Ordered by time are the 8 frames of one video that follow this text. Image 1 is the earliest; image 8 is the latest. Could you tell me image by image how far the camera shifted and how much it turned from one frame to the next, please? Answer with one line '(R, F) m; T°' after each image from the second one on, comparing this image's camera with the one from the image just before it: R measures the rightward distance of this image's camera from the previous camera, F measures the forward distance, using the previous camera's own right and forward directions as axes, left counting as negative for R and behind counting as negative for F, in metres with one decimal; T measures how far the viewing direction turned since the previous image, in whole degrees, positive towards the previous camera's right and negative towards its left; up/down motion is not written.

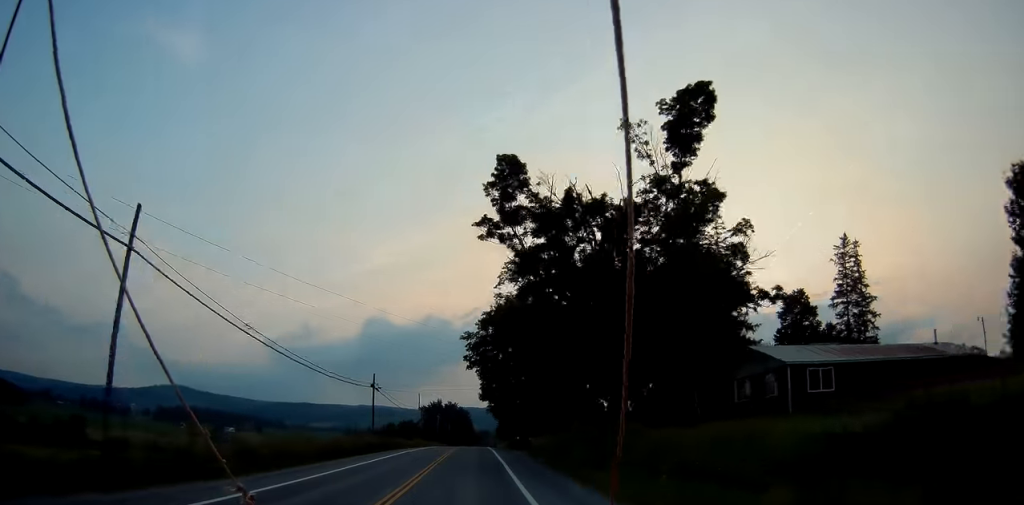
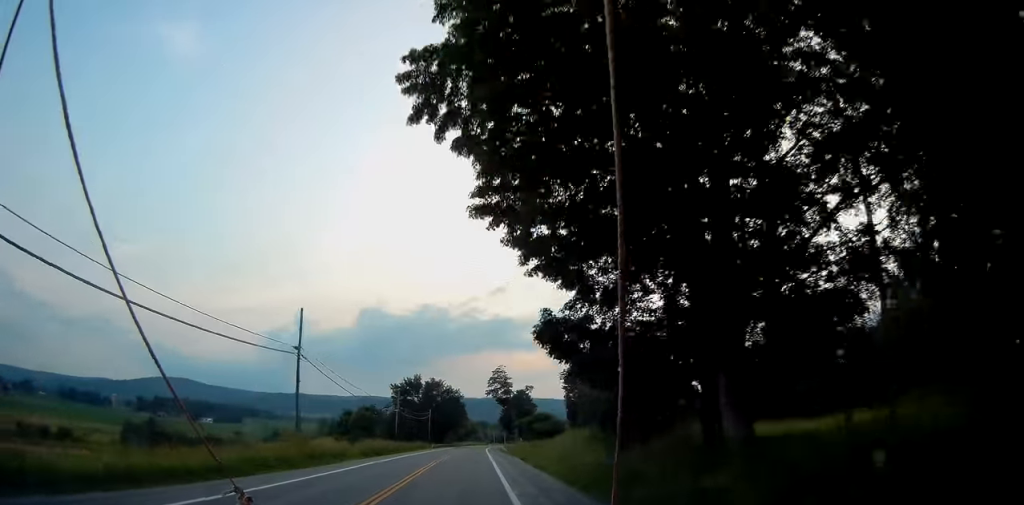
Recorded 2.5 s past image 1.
(+0.5, +60.2) m; +1°
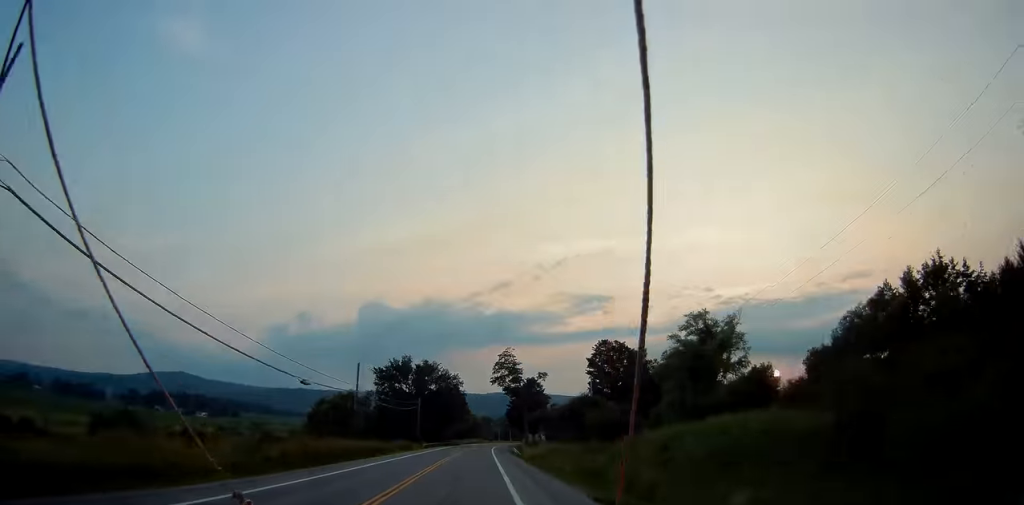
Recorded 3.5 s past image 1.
(+0.1, +24.9) m; 0°
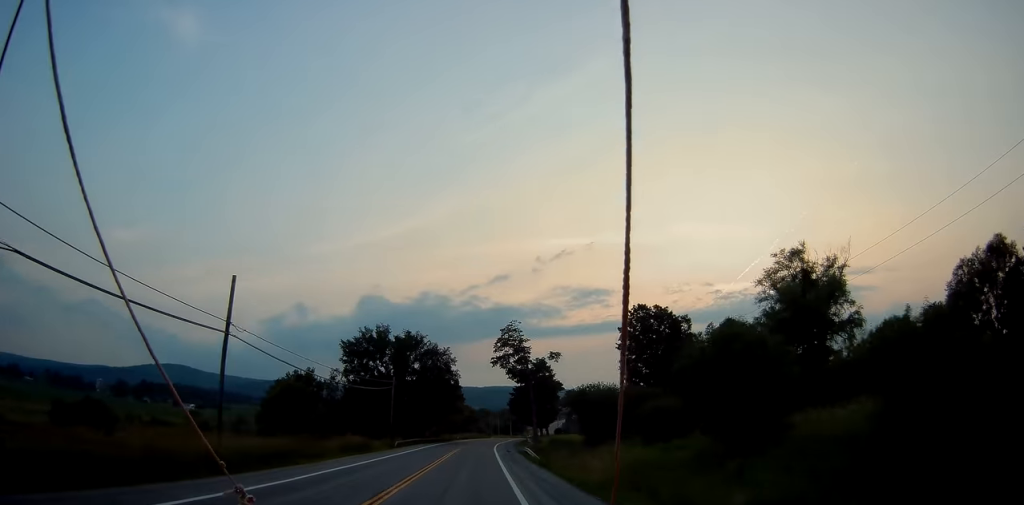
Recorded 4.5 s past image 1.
(0.0, +24.1) m; 0°
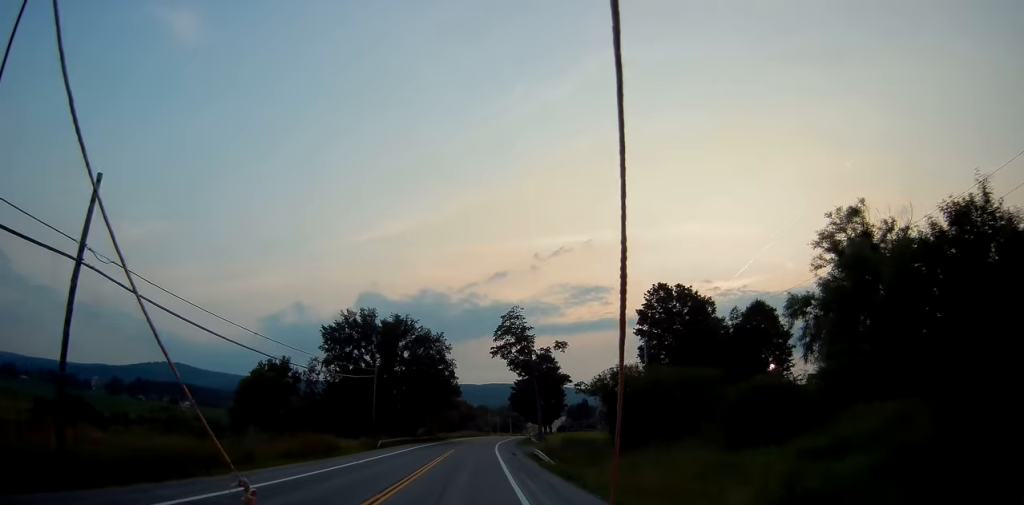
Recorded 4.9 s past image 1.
(0.0, +9.7) m; 0°
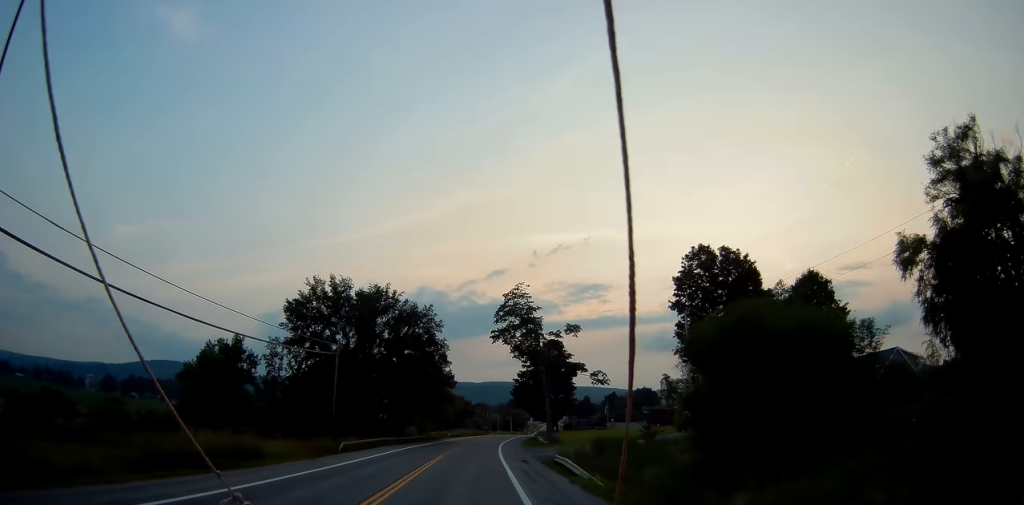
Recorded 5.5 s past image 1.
(0.0, +13.7) m; 0°
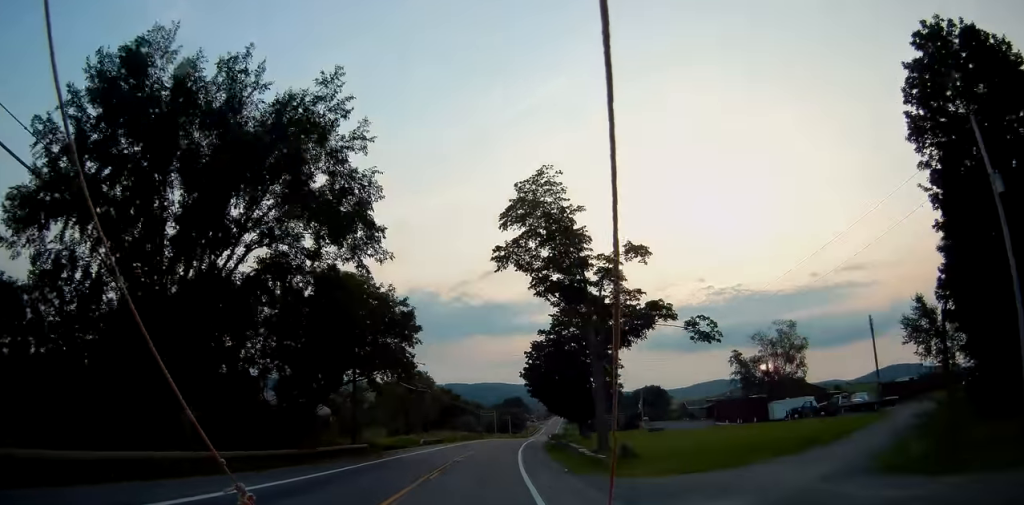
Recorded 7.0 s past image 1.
(0.0, +36.2) m; +1°
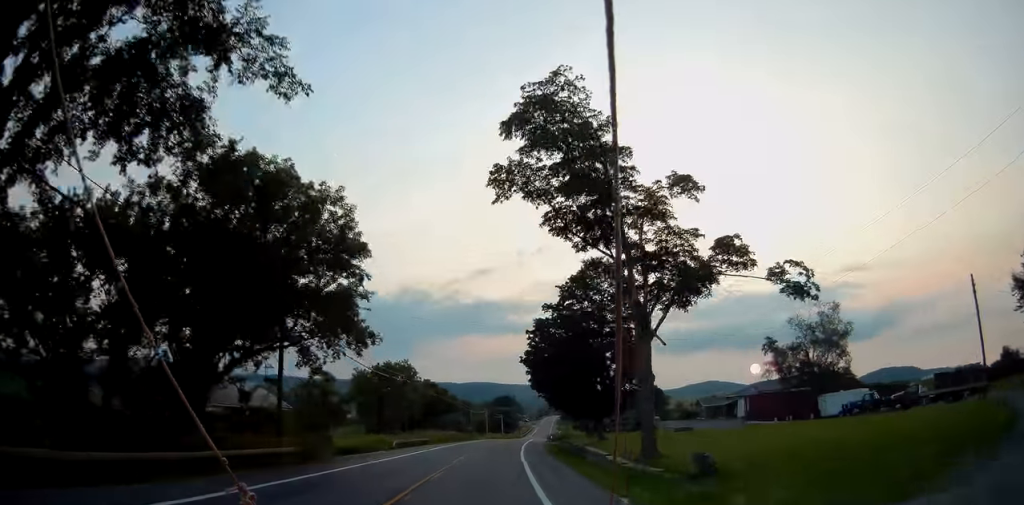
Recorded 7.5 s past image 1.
(-0.1, +12.9) m; +1°
